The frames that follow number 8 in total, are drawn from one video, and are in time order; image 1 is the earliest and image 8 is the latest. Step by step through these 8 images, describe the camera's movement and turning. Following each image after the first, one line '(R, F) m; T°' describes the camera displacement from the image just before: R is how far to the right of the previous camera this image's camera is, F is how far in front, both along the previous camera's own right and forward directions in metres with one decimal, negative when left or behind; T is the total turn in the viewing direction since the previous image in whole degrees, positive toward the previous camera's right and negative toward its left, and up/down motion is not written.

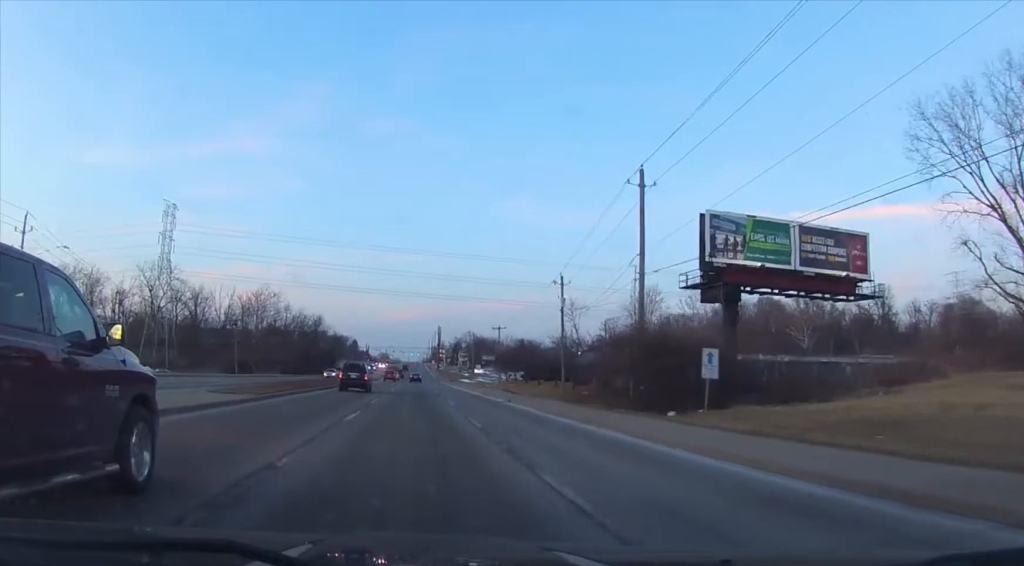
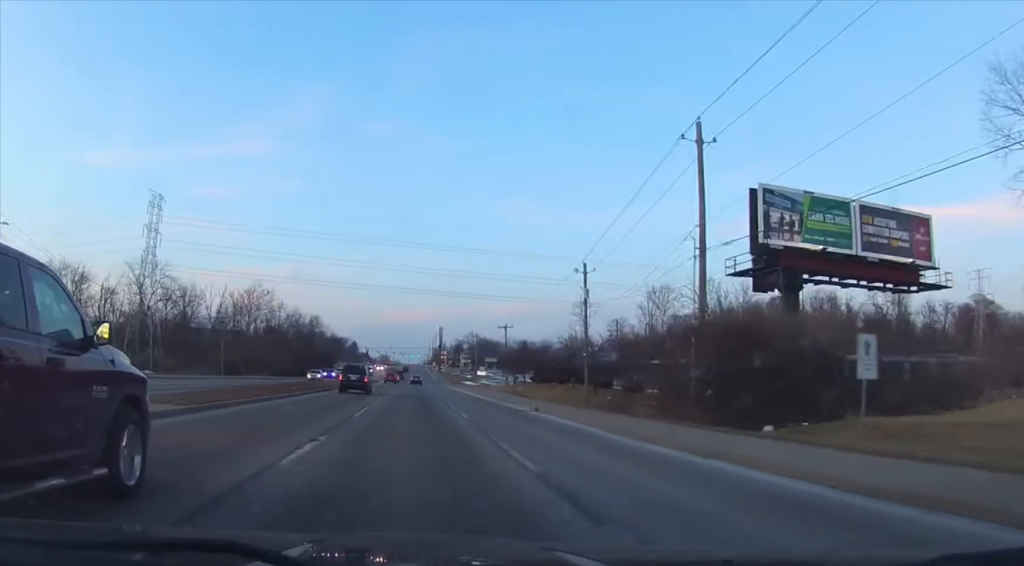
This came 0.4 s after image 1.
(0.0, +8.3) m; 0°
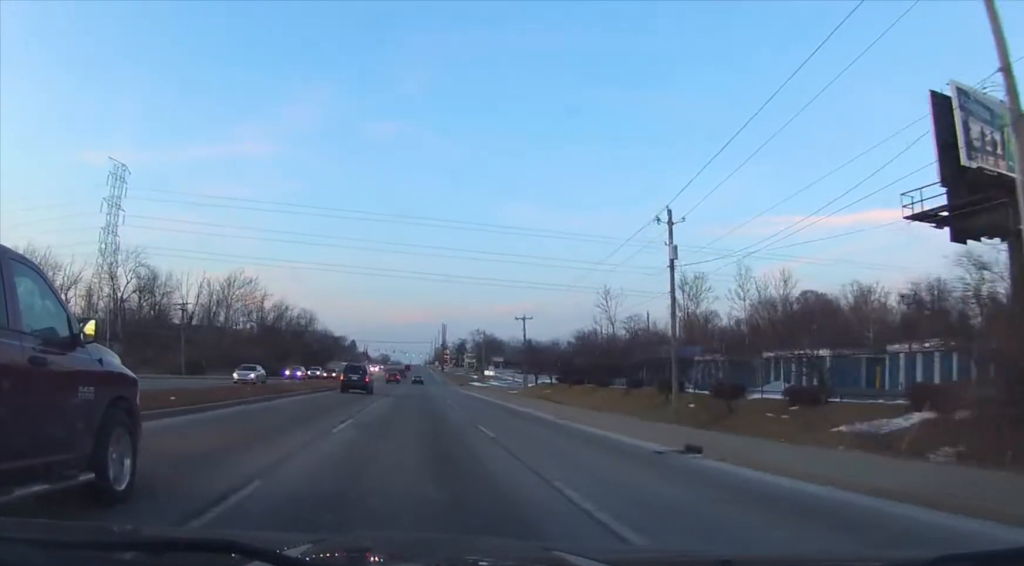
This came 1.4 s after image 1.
(0.0, +18.1) m; 0°
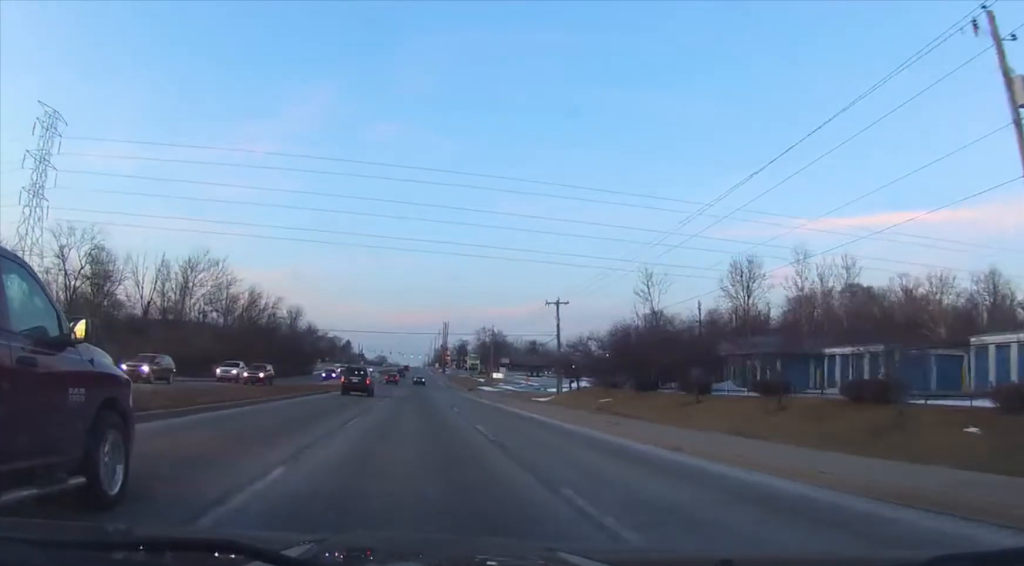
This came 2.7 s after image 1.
(0.0, +23.2) m; 0°
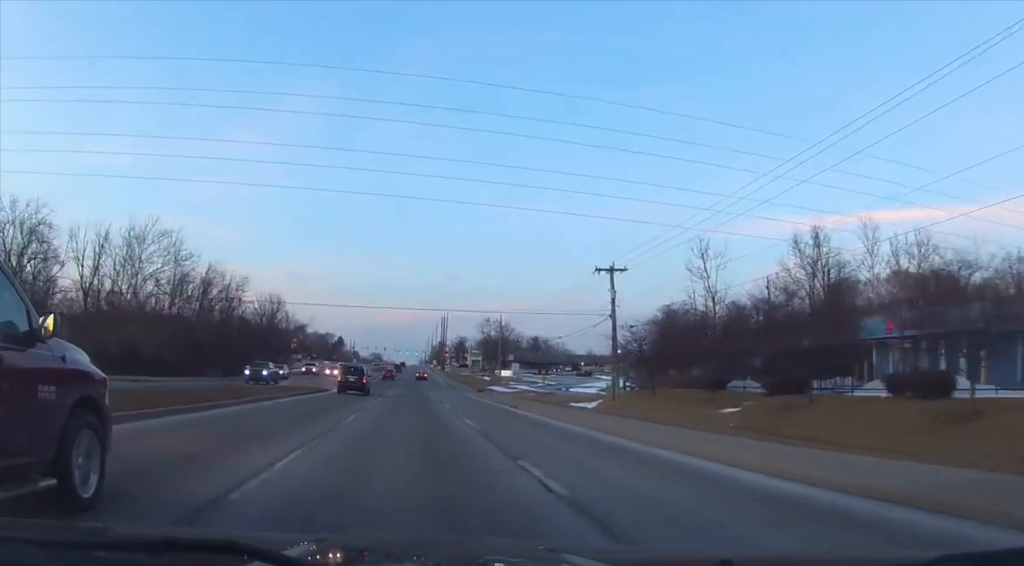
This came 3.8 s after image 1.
(0.0, +21.4) m; 0°
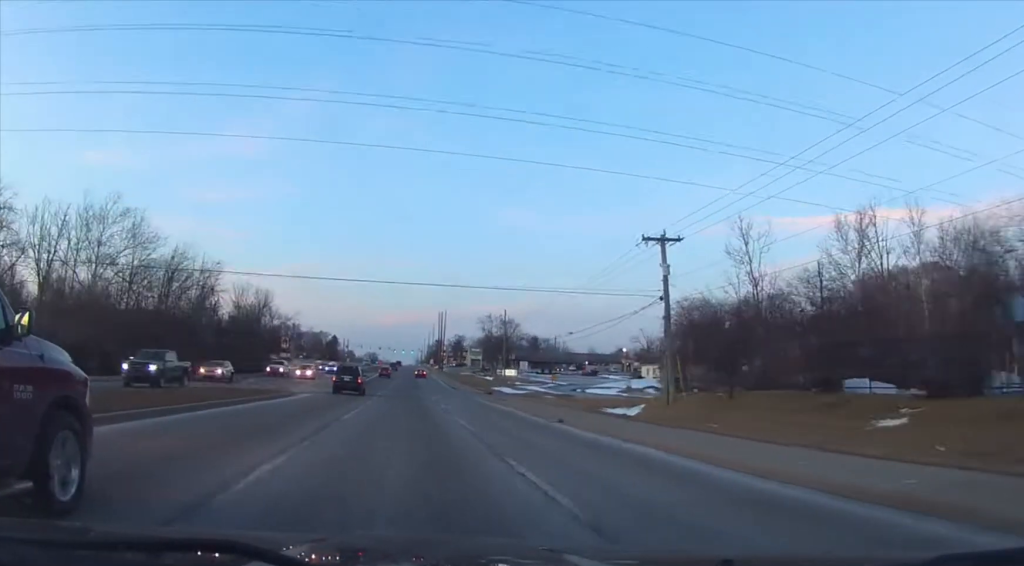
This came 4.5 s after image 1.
(0.0, +11.6) m; 0°
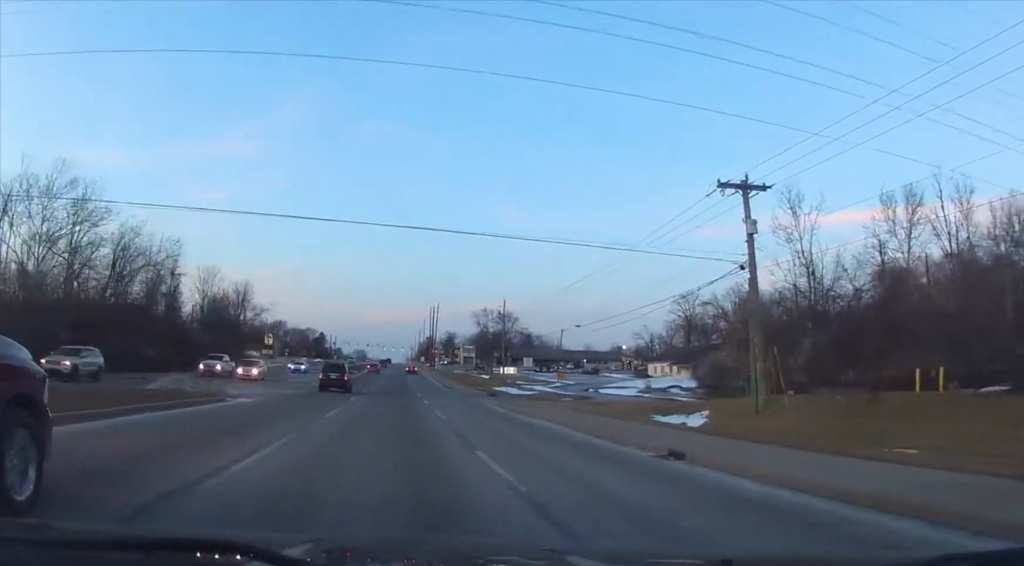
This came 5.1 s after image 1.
(0.0, +11.7) m; 0°
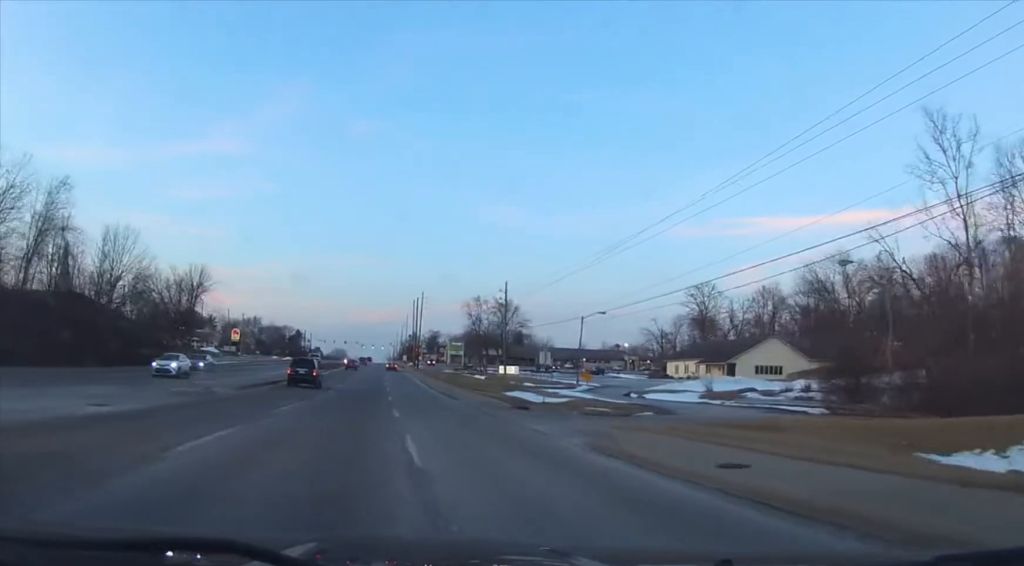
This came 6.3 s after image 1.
(0.0, +21.8) m; 0°
